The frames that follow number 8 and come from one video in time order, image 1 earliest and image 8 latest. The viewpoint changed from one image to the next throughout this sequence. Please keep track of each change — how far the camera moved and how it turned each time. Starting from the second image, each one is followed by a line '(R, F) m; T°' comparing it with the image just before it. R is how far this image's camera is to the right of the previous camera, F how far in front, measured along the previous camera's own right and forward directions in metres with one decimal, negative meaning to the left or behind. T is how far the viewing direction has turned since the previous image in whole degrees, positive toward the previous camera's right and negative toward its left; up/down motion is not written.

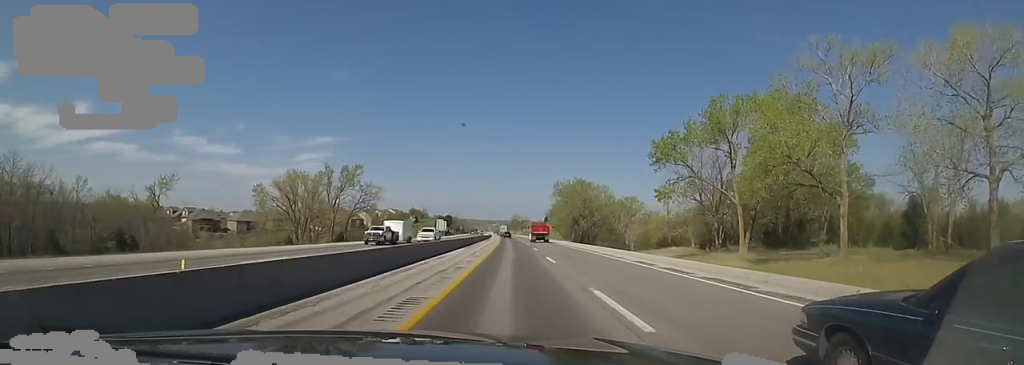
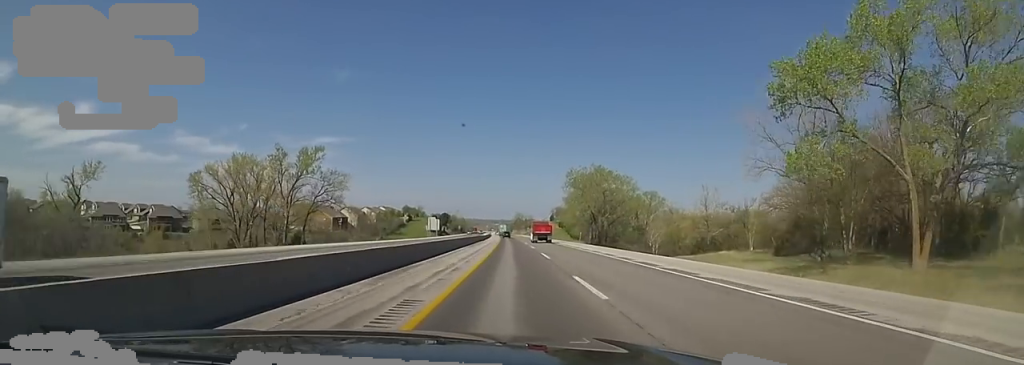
(+1.1, +27.2) m; 0°
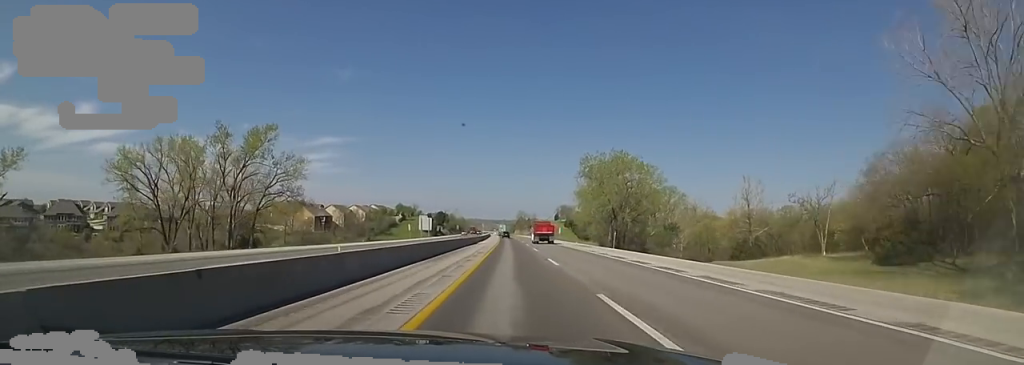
(-0.9, +20.9) m; -1°
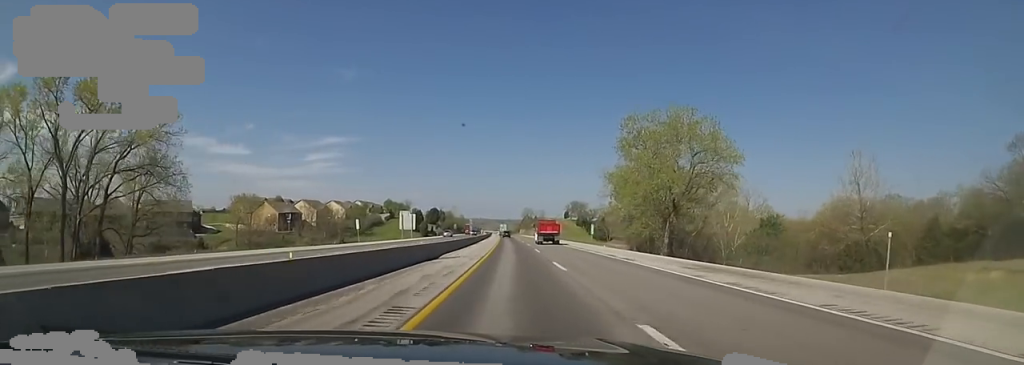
(-0.6, +33.1) m; -1°
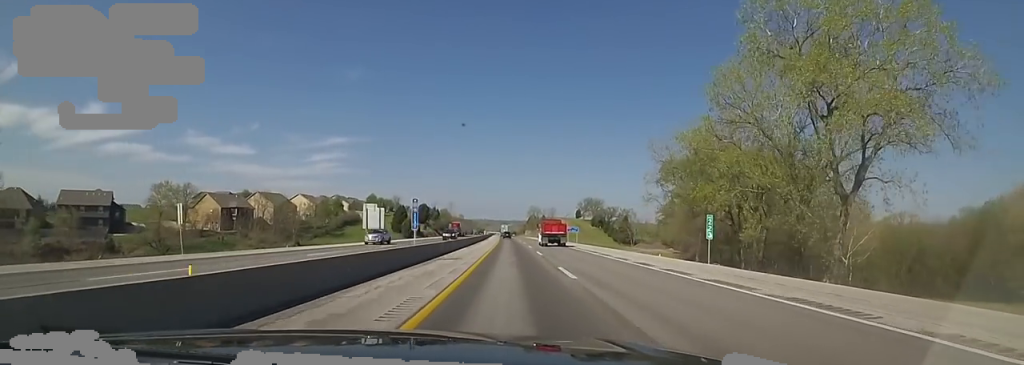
(+0.1, +34.1) m; 0°
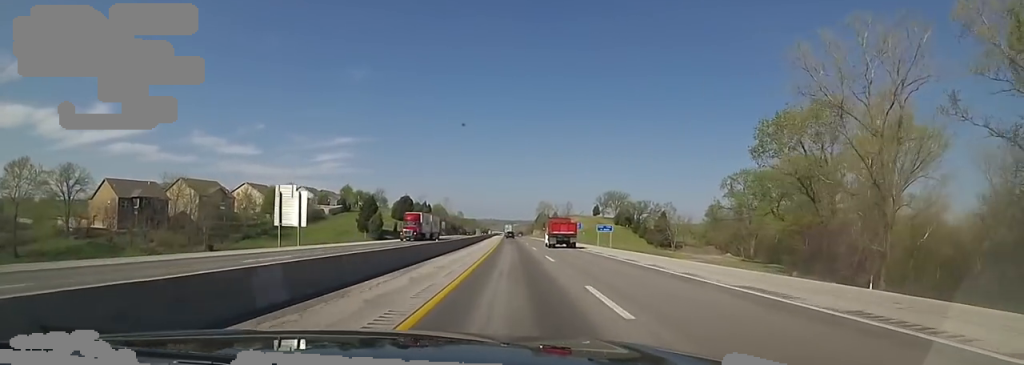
(-0.2, +37.3) m; 0°
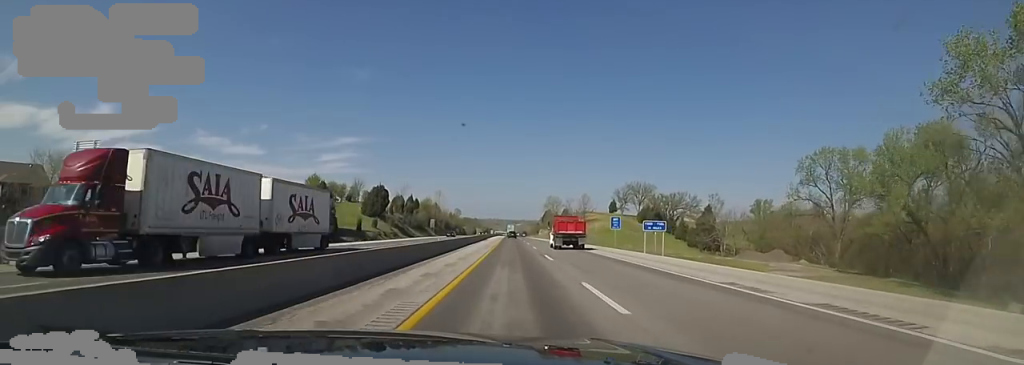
(0.0, +29.7) m; 0°
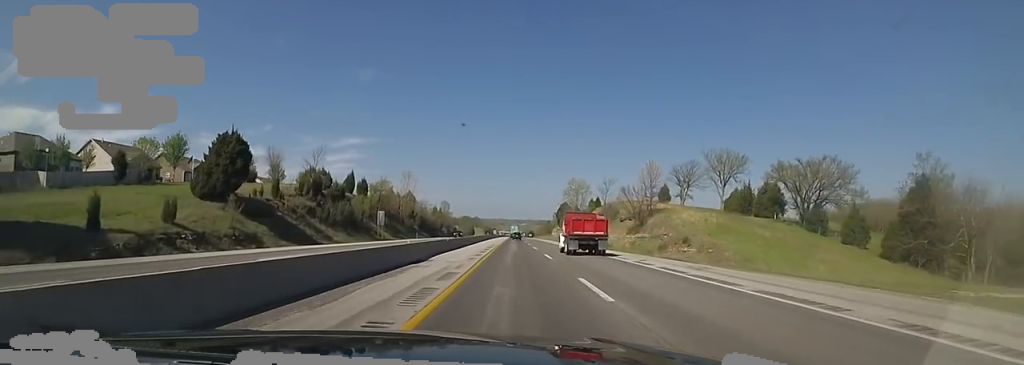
(0.0, +58.1) m; +1°
